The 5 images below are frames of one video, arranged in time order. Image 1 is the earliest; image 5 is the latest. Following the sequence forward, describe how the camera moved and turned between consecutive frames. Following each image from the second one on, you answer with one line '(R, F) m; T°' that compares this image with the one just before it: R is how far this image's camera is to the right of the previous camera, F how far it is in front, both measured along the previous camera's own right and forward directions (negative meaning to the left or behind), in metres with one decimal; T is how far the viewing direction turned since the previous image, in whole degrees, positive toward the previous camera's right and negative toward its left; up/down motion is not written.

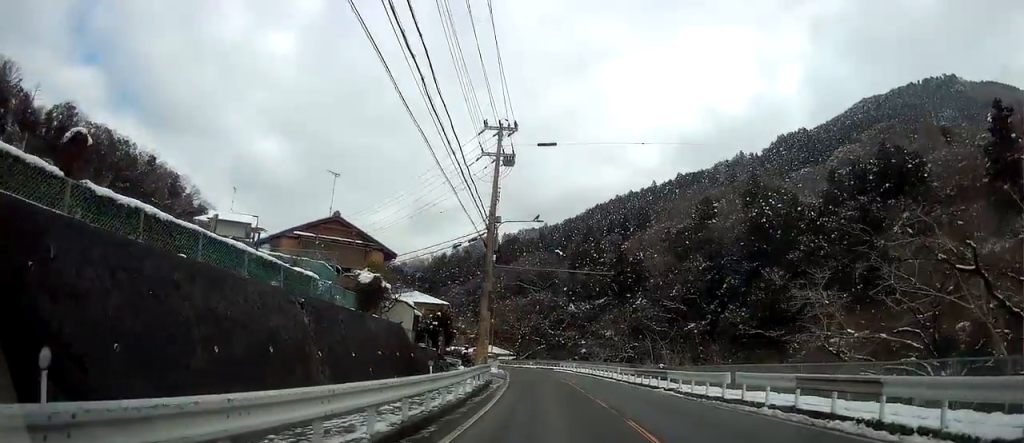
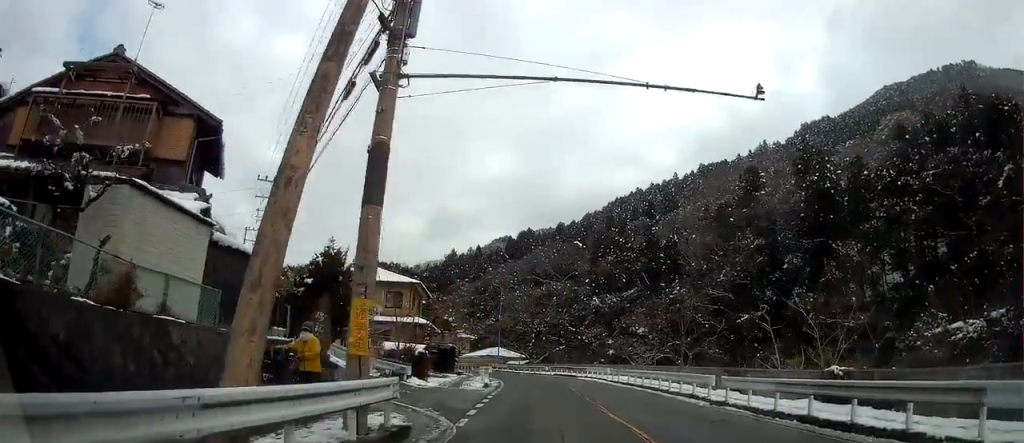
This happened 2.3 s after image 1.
(-0.1, +20.9) m; -3°
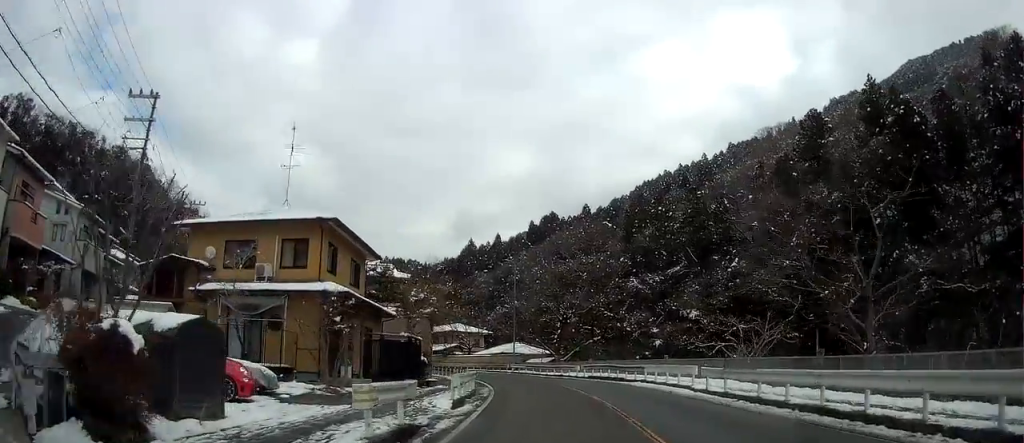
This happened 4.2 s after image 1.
(-0.1, +20.1) m; -1°
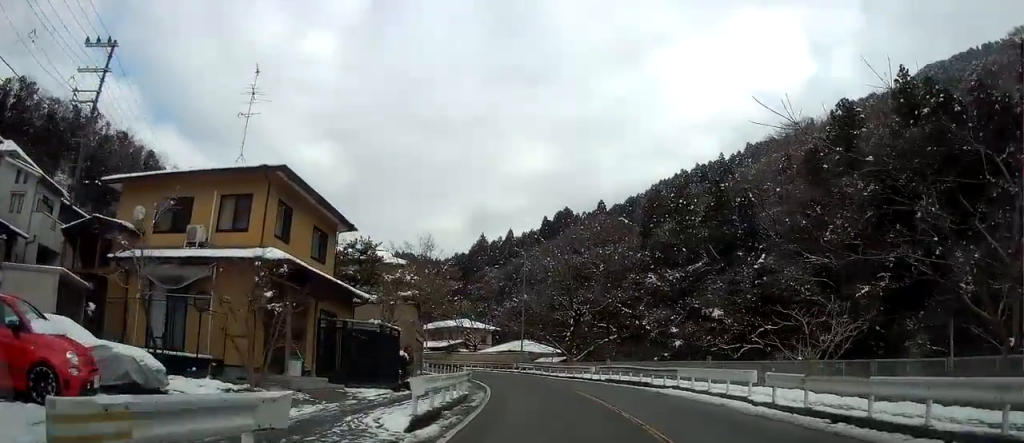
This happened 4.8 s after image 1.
(+0.1, +5.7) m; -1°
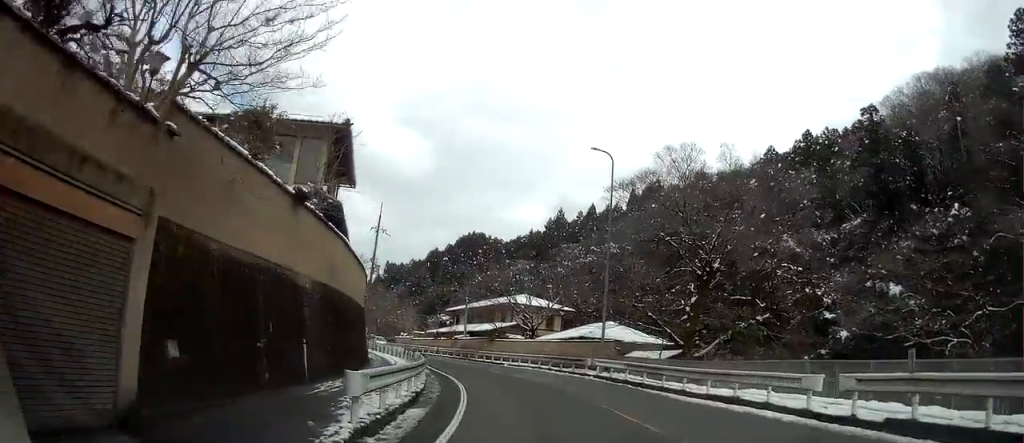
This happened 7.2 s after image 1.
(-2.4, +27.5) m; -8°
